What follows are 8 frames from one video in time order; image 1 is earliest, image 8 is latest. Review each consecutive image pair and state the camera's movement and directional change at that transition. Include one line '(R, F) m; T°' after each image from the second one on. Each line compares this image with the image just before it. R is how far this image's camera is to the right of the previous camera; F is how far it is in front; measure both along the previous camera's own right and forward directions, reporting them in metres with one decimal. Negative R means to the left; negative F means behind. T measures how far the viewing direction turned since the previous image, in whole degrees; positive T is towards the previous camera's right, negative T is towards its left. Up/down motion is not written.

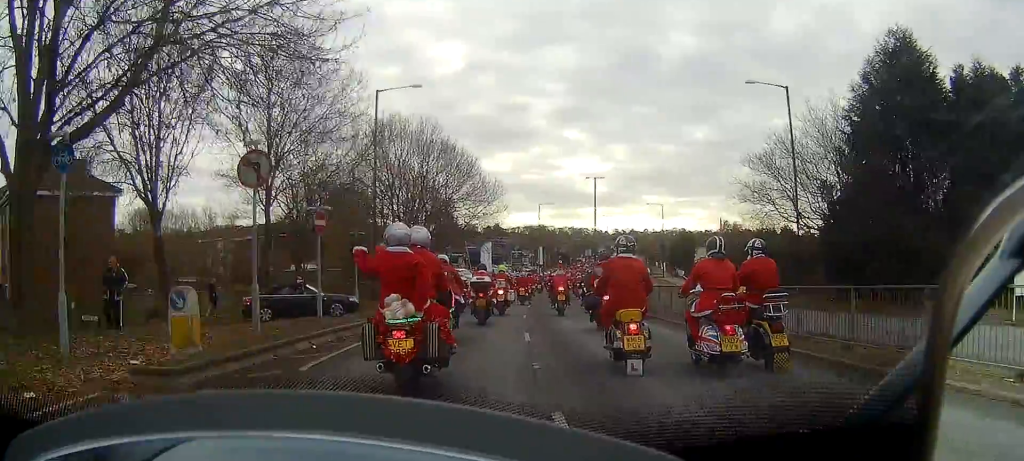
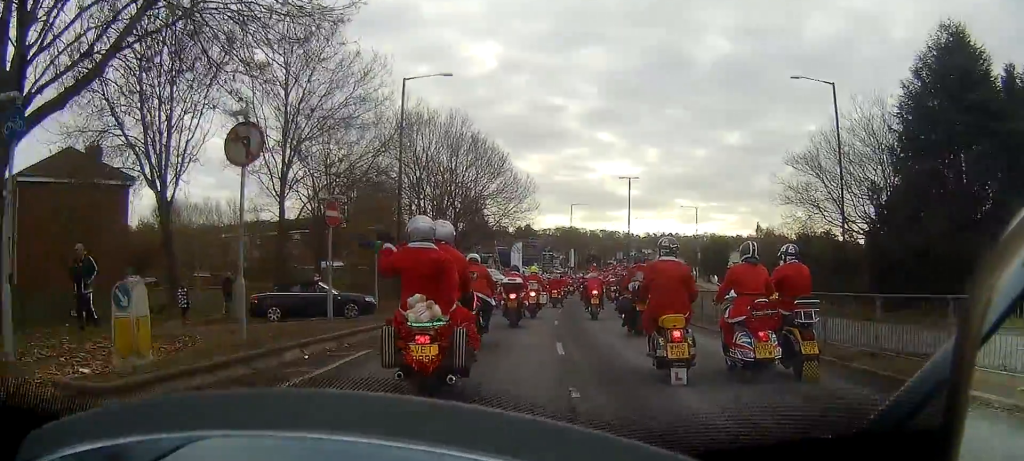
(0.0, +2.0) m; 0°
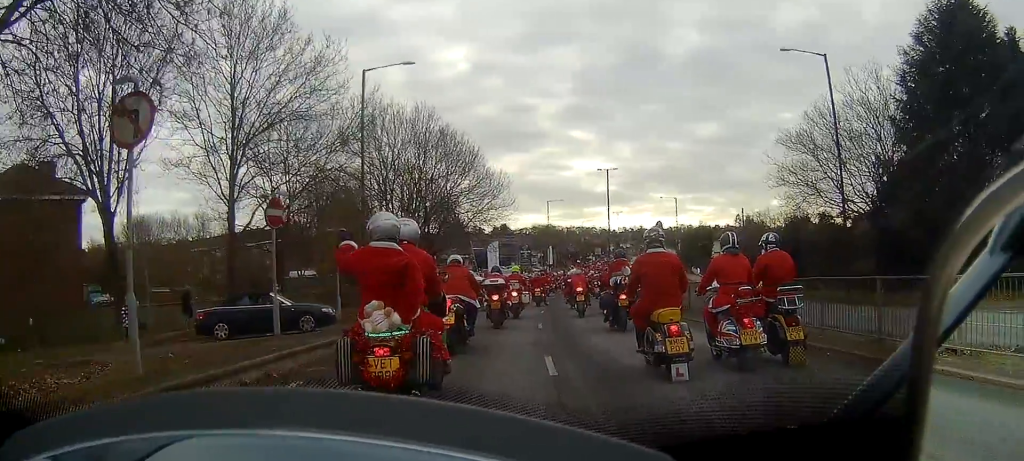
(0.0, +2.9) m; 0°
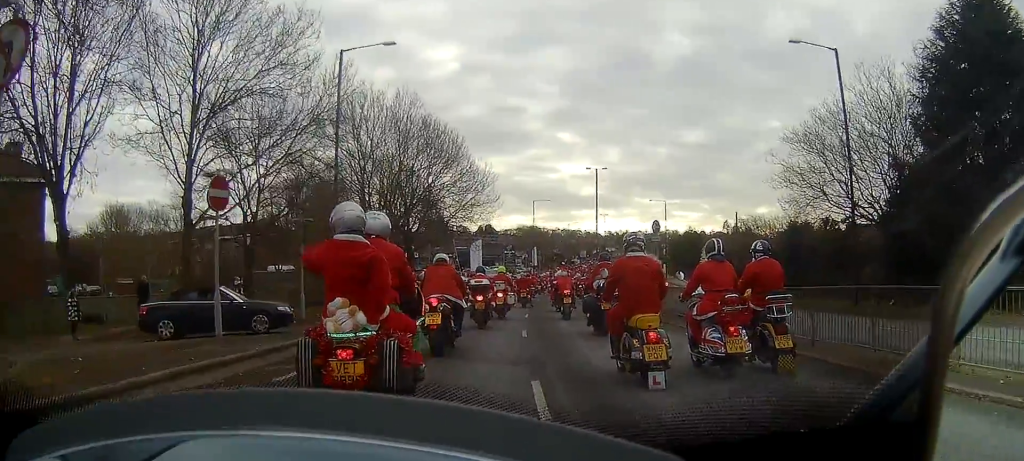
(0.0, +2.5) m; -1°
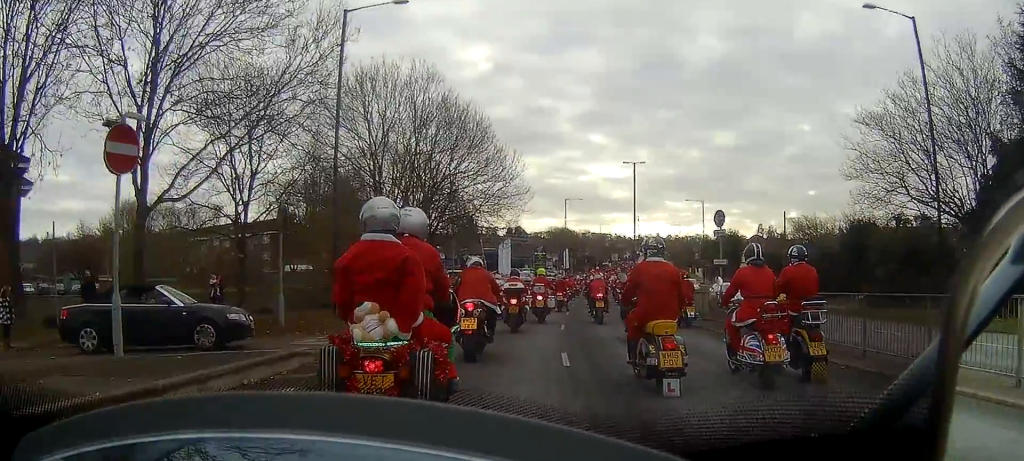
(-0.1, +4.8) m; -2°
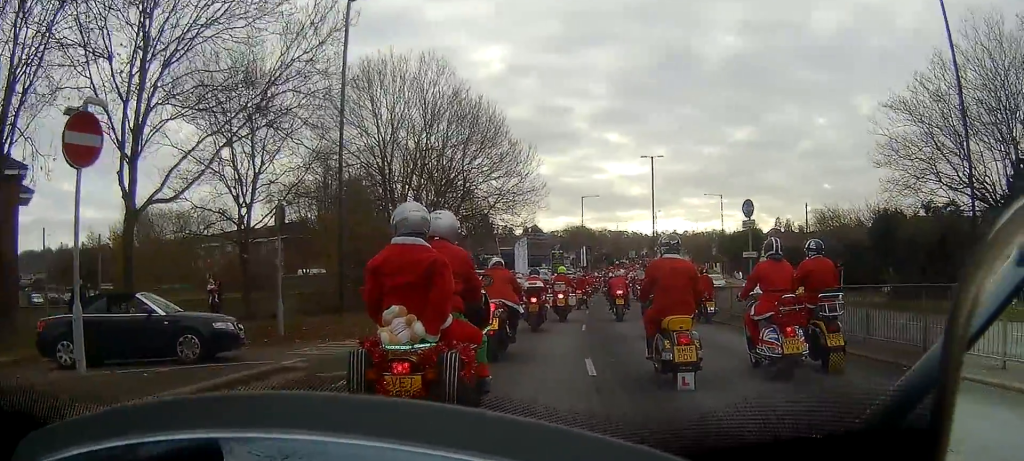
(0.0, +1.4) m; 0°
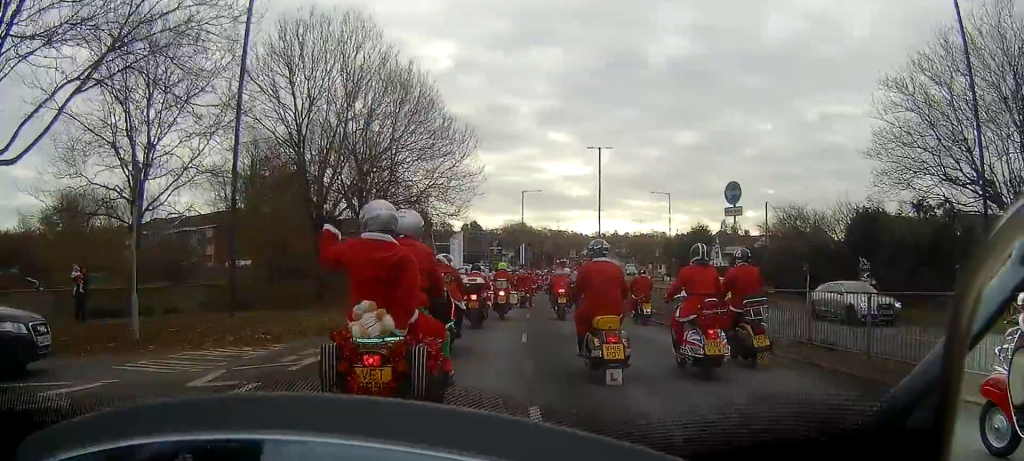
(0.0, +4.4) m; 0°
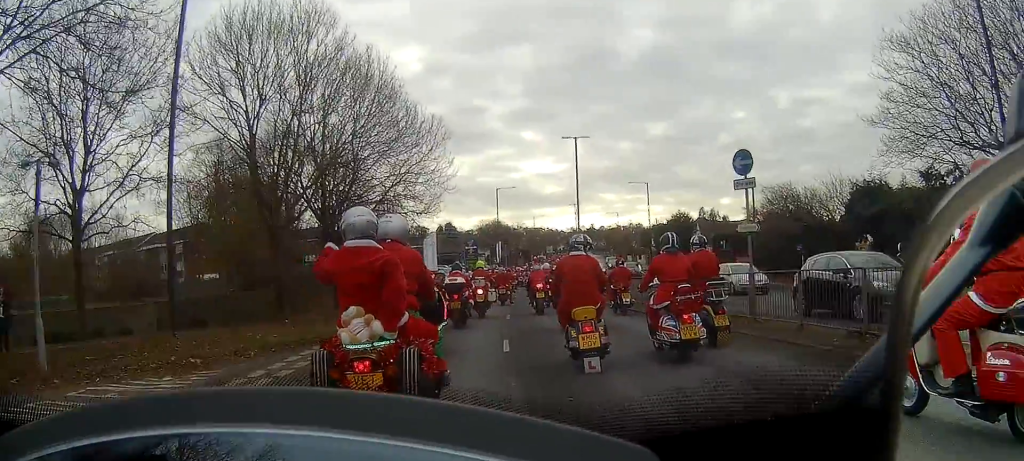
(+0.1, +2.5) m; +3°
